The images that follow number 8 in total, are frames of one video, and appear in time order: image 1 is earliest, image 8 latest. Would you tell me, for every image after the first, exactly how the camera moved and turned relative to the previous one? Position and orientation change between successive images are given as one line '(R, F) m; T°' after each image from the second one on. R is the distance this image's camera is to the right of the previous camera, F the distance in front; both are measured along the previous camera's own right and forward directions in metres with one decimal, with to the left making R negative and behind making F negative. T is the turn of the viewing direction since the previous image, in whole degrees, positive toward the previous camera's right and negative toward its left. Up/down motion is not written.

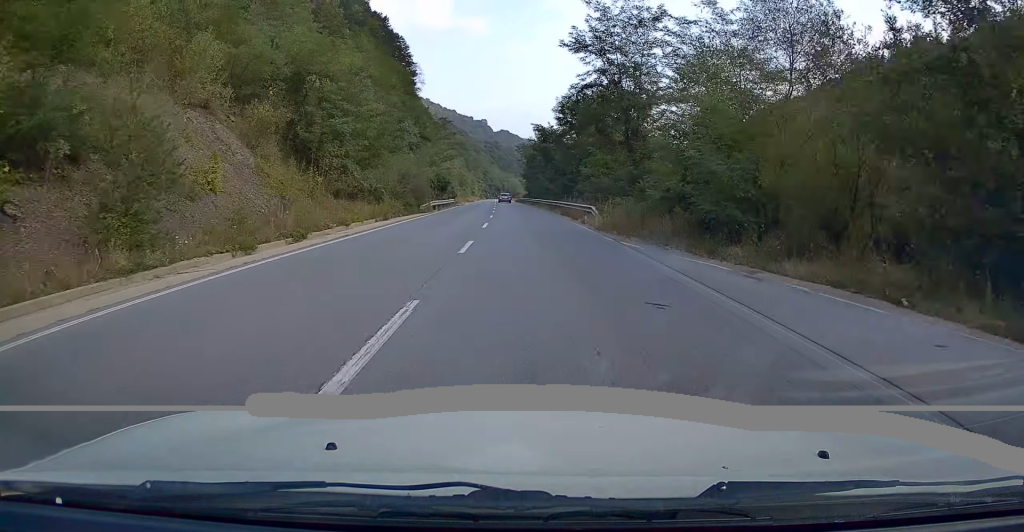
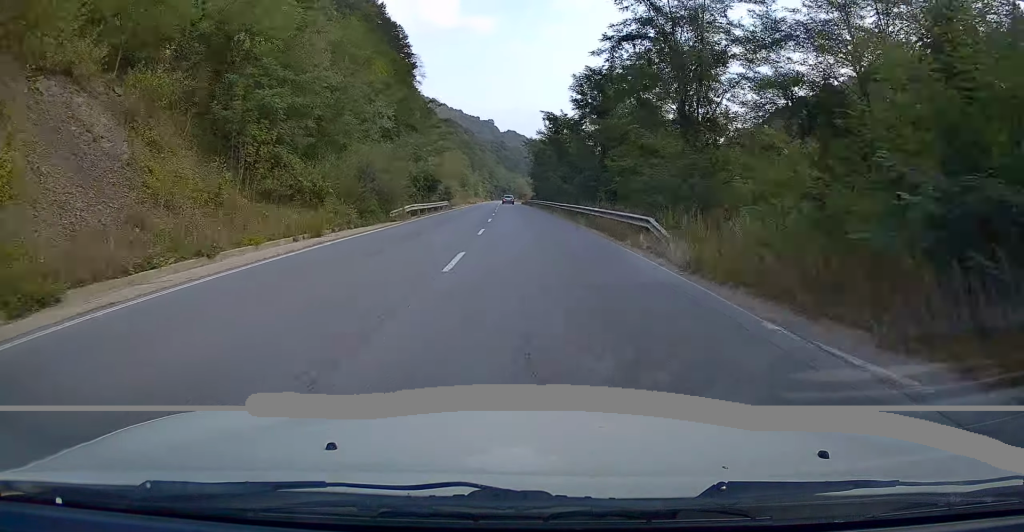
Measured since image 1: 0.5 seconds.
(-0.2, +12.2) m; -1°
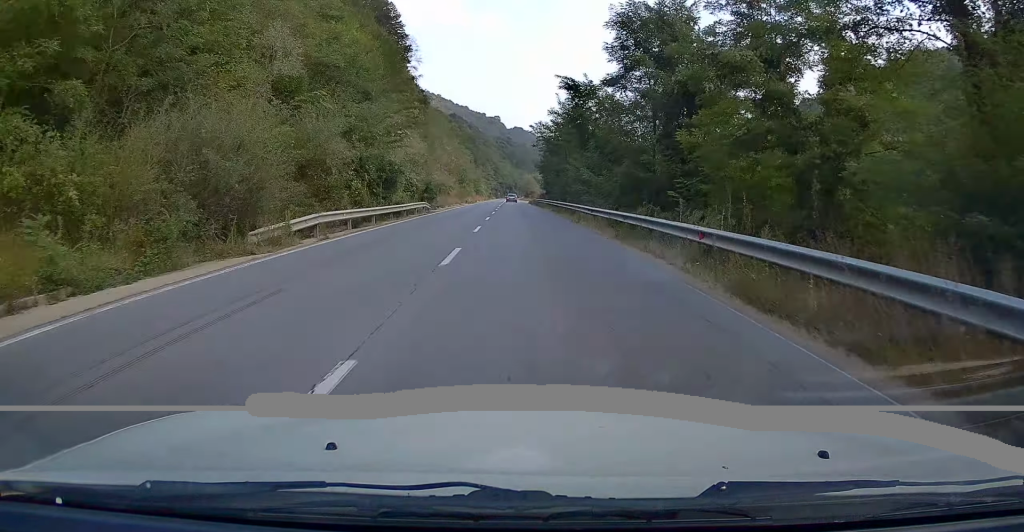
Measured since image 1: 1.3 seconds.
(-0.1, +17.5) m; -1°
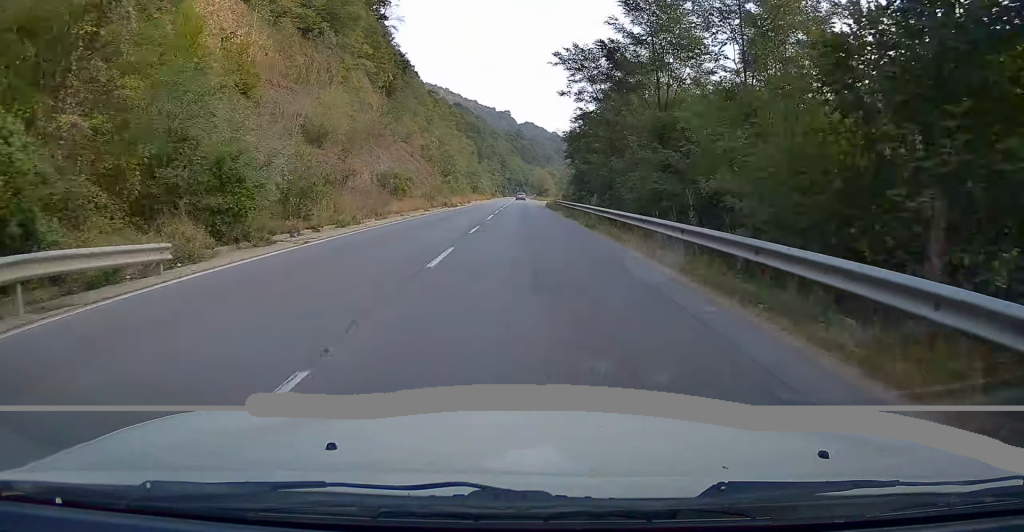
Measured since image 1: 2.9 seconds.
(-0.7, +36.6) m; -2°
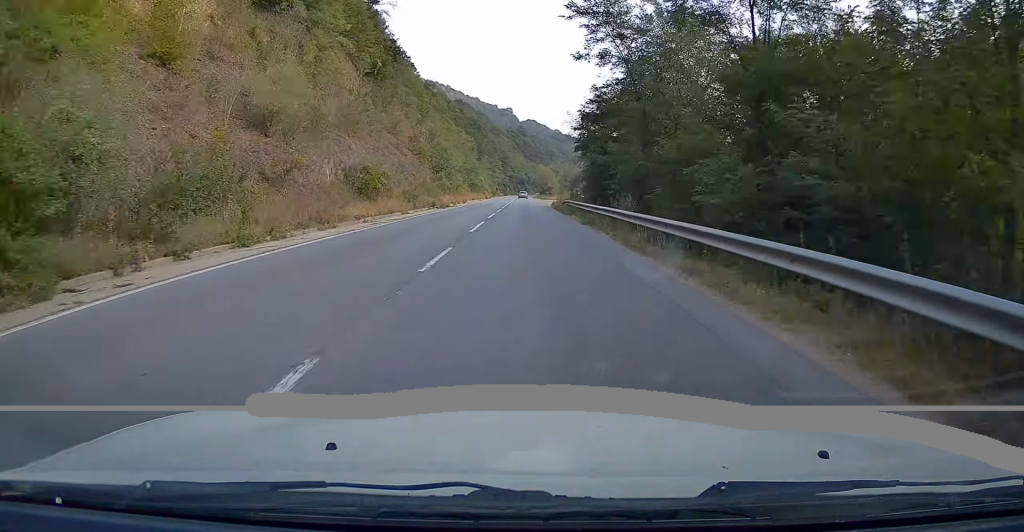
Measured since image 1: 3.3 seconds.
(-0.1, +9.2) m; 0°
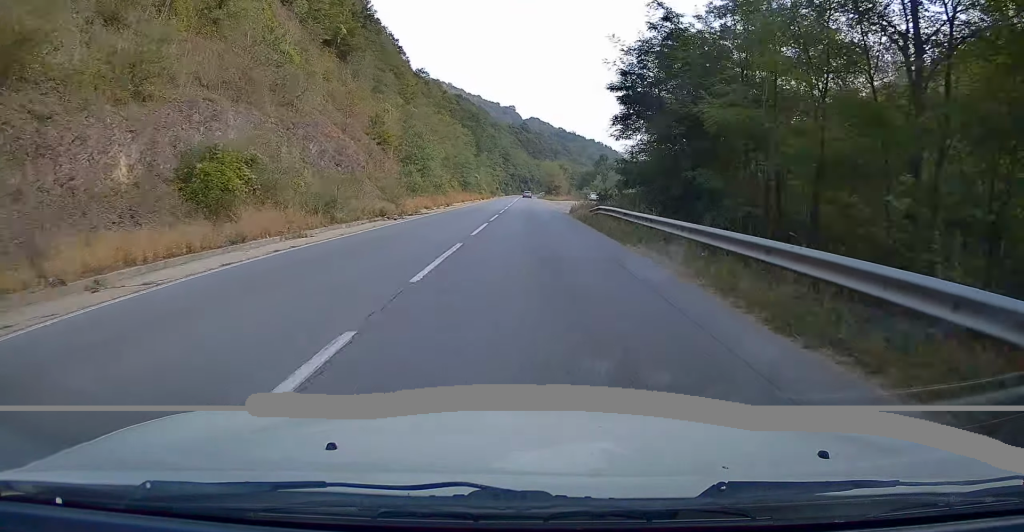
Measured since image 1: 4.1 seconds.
(0.0, +19.2) m; 0°
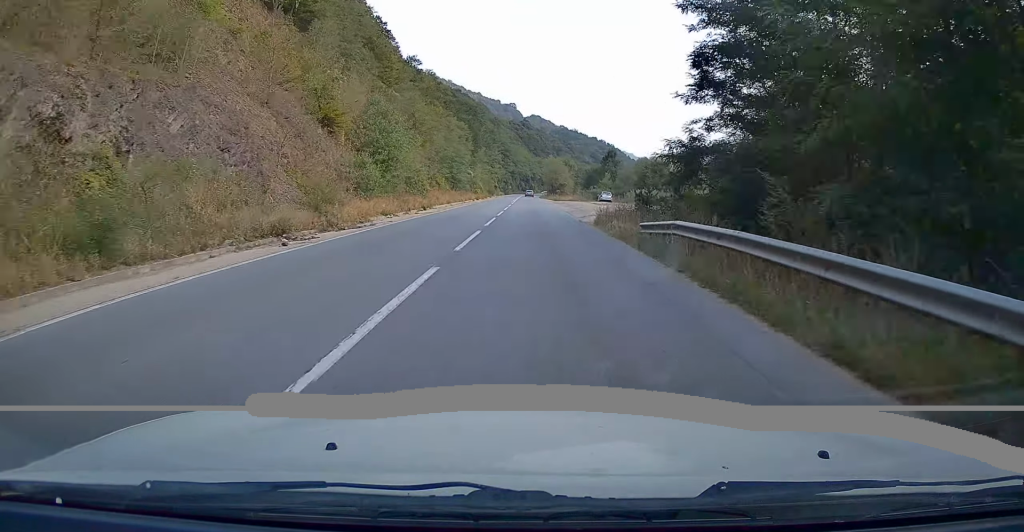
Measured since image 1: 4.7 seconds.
(0.0, +13.9) m; 0°
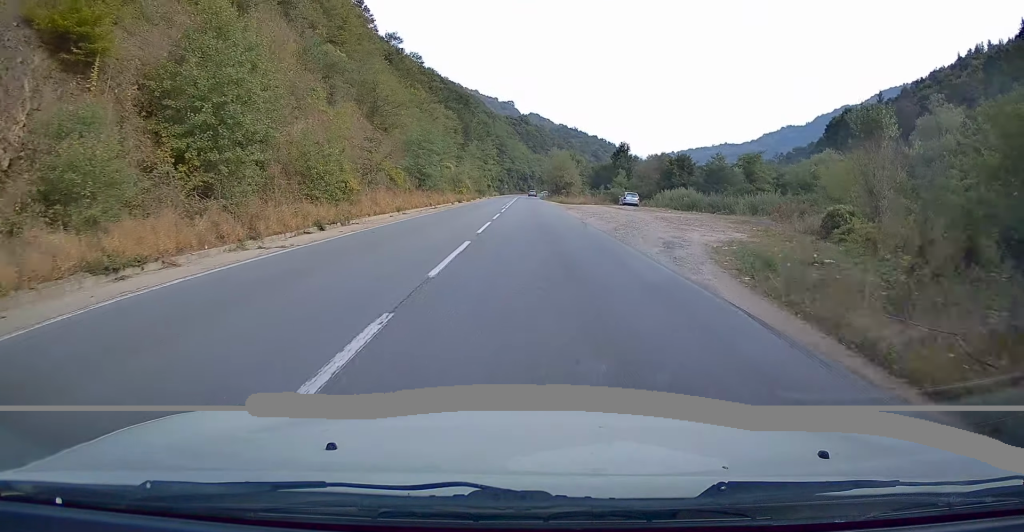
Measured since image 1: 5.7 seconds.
(-0.1, +22.3) m; 0°
